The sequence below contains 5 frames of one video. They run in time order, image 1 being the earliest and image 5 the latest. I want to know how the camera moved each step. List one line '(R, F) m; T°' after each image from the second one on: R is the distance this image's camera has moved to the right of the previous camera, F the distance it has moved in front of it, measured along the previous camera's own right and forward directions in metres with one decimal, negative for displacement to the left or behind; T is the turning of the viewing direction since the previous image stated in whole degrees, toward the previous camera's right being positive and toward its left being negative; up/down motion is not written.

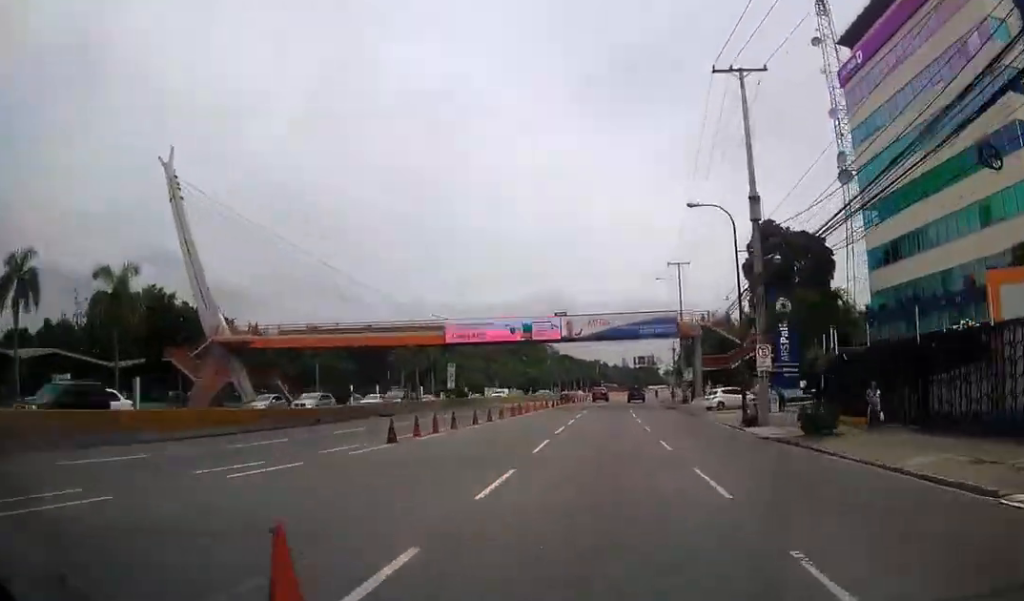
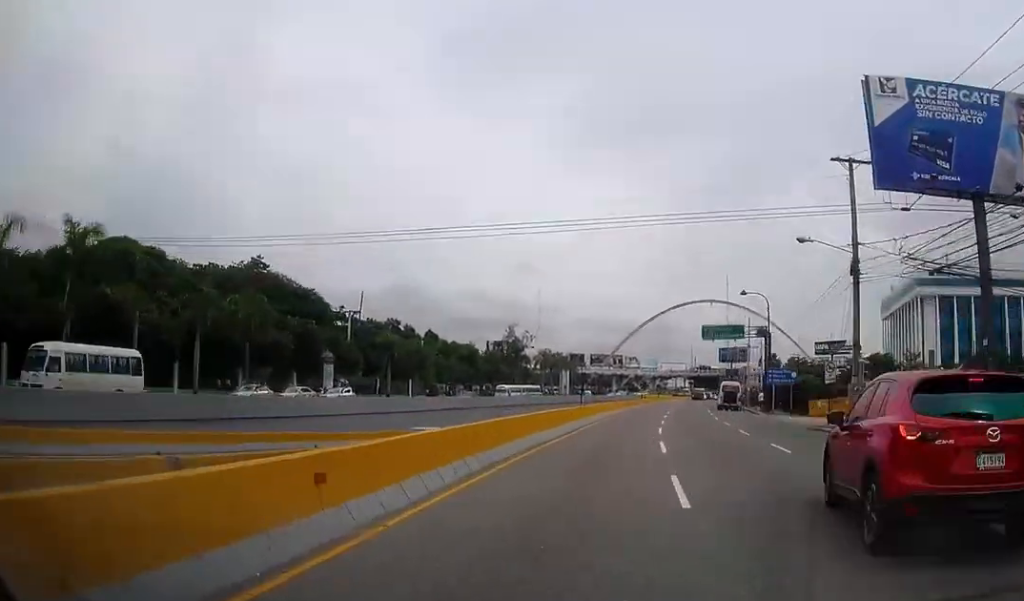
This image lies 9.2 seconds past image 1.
(+14.1, +172.3) m; +12°
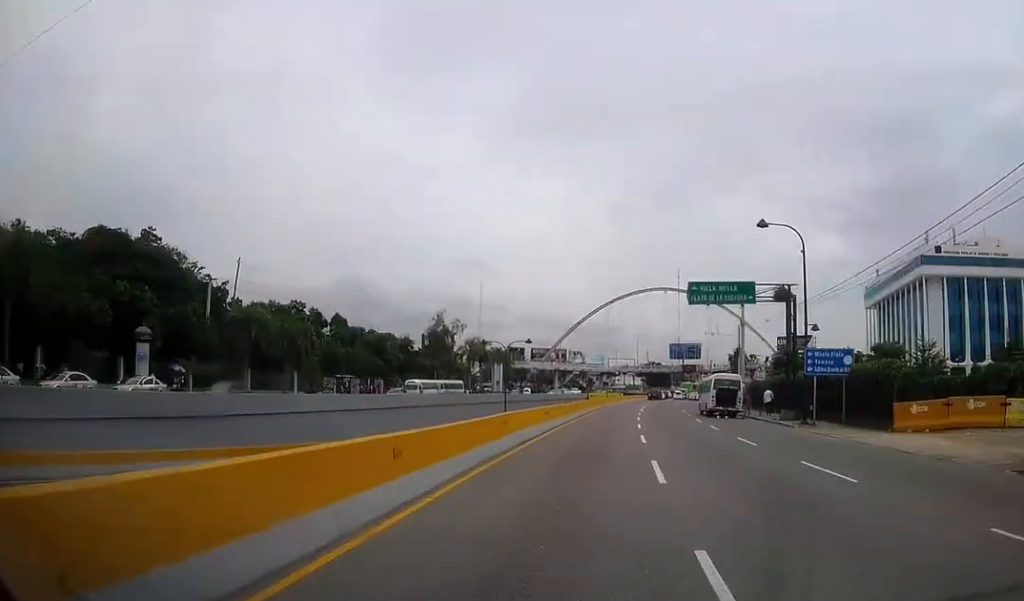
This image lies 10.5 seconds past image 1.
(+0.1, +22.7) m; +3°
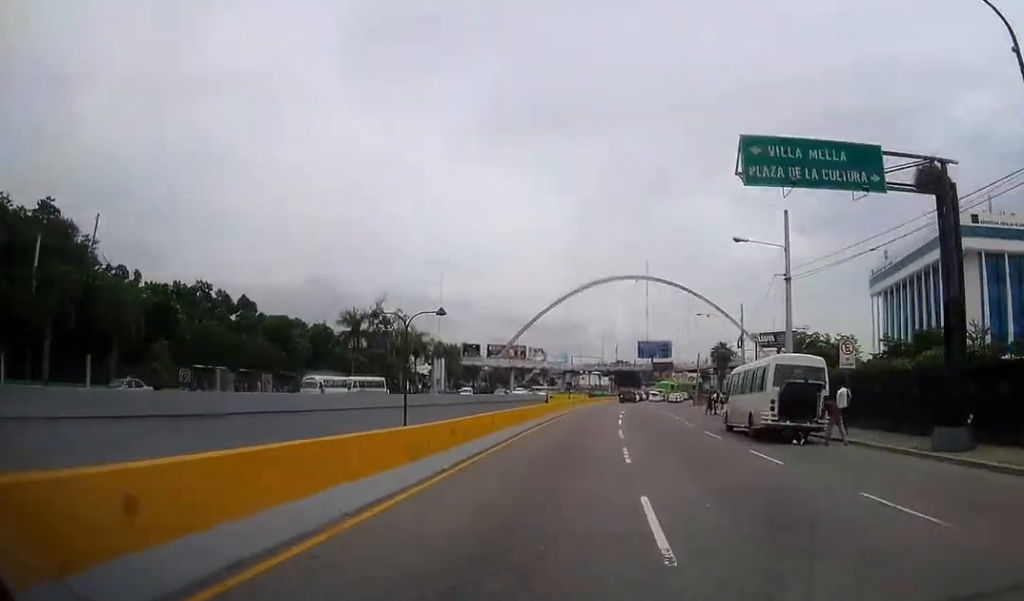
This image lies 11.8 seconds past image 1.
(+1.1, +21.0) m; +3°
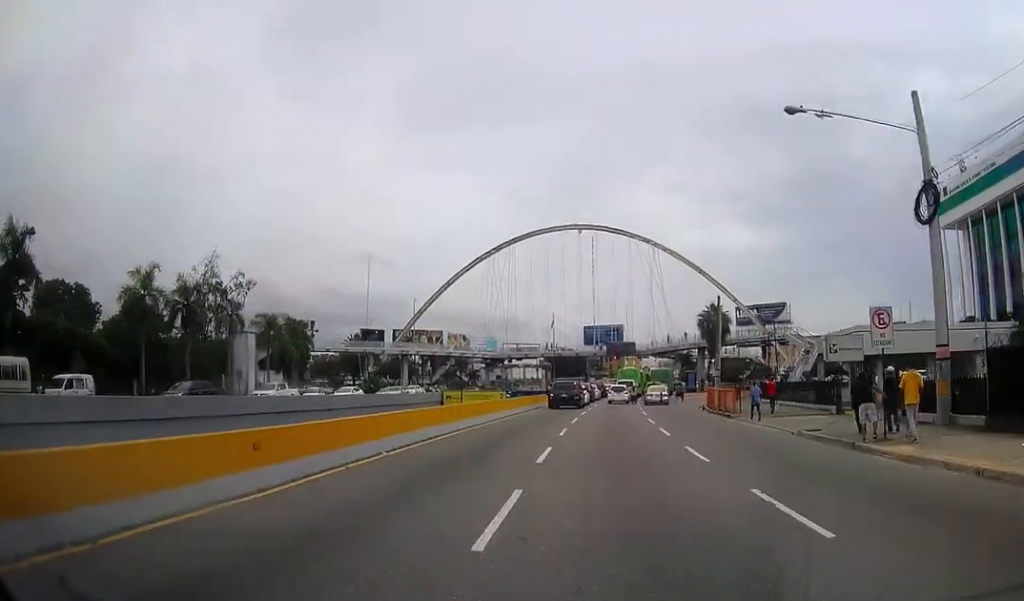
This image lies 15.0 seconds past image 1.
(+2.3, +45.2) m; +5°
